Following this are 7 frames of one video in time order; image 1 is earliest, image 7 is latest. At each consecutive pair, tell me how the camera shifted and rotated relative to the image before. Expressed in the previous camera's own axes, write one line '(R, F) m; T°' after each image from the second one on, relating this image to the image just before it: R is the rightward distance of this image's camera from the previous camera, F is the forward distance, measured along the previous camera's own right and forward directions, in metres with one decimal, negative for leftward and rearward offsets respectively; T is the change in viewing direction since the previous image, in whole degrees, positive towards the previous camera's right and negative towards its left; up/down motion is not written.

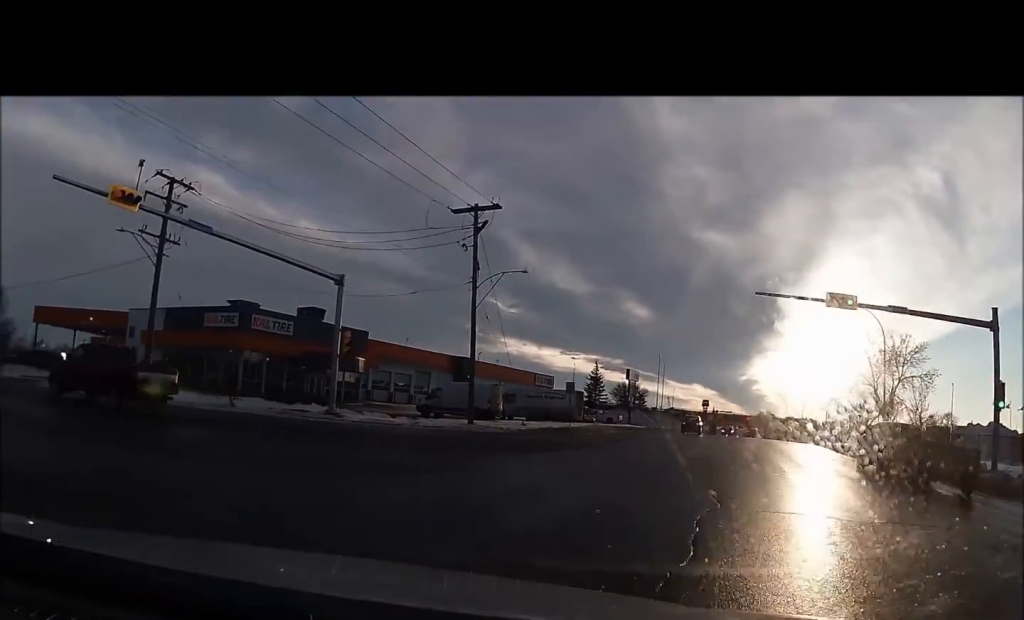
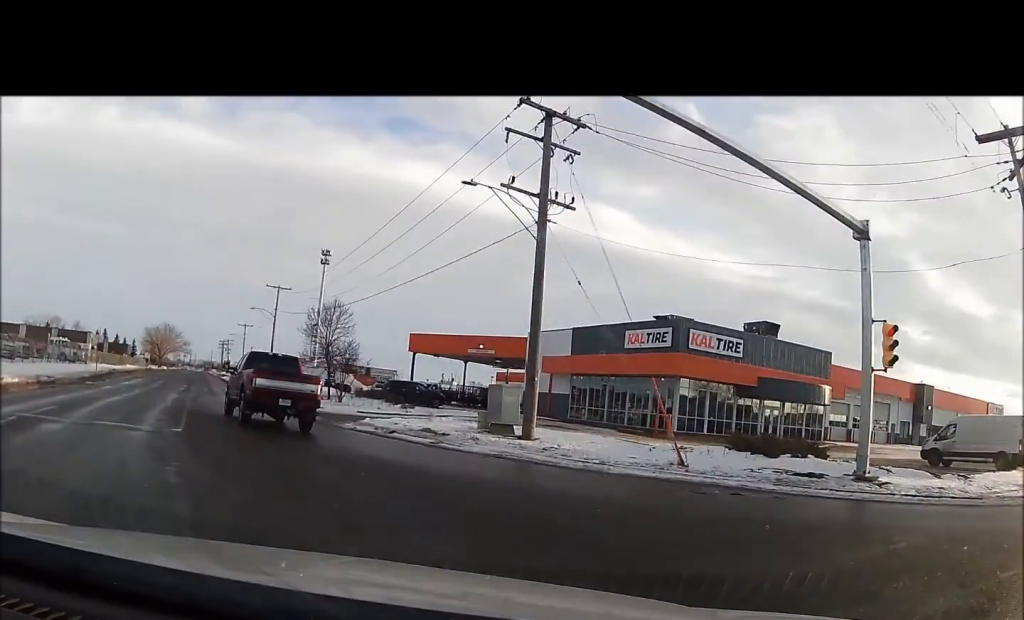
(-4.4, +13.3) m; -37°
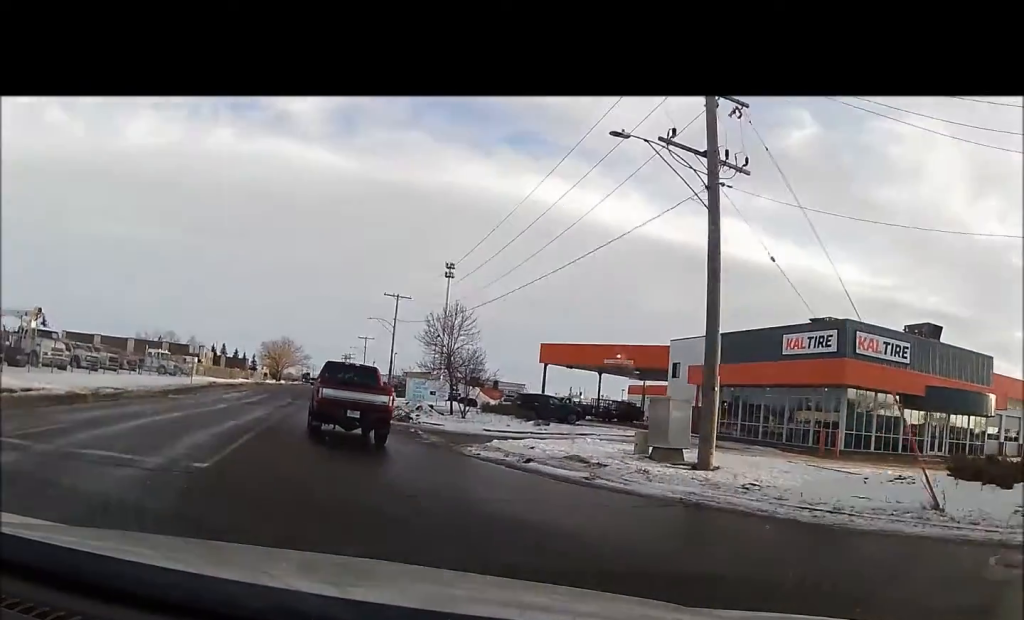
(-0.3, +5.0) m; -12°
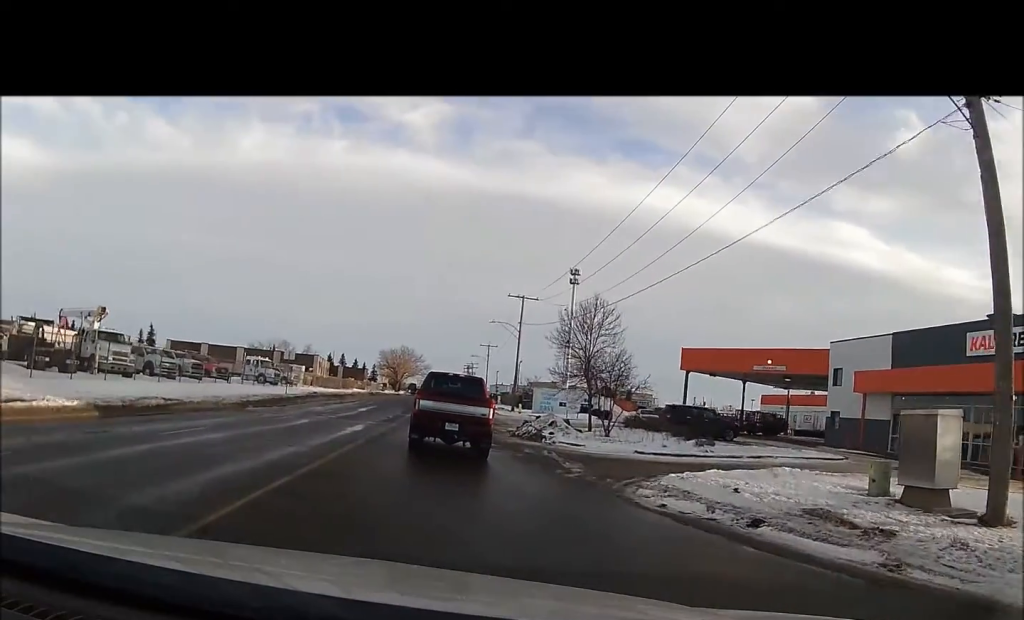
(-1.2, +6.6) m; -12°
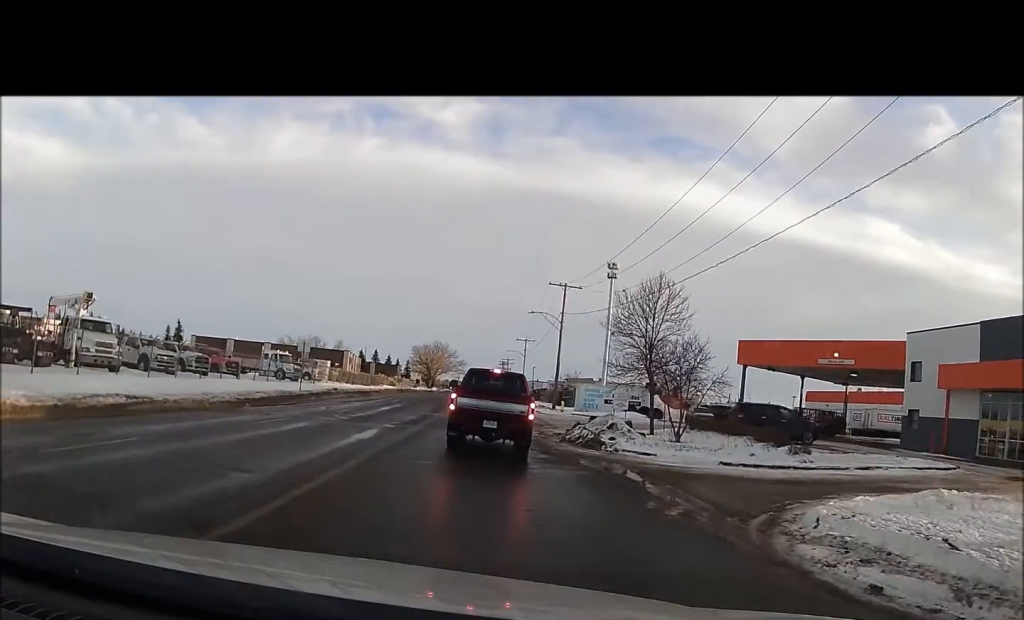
(-0.4, +5.6) m; -4°
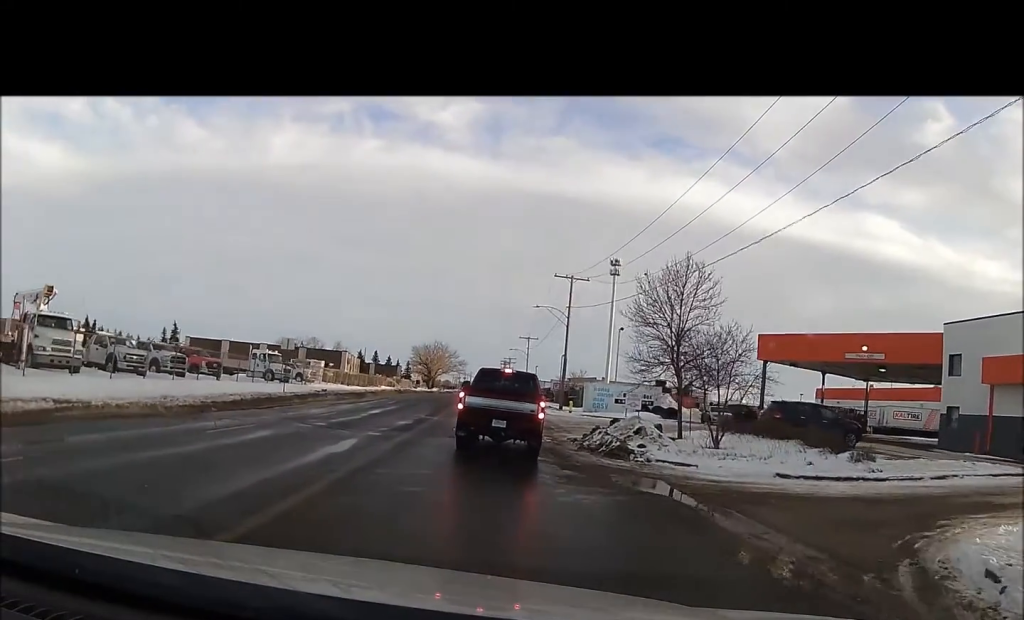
(-0.1, +4.0) m; -1°
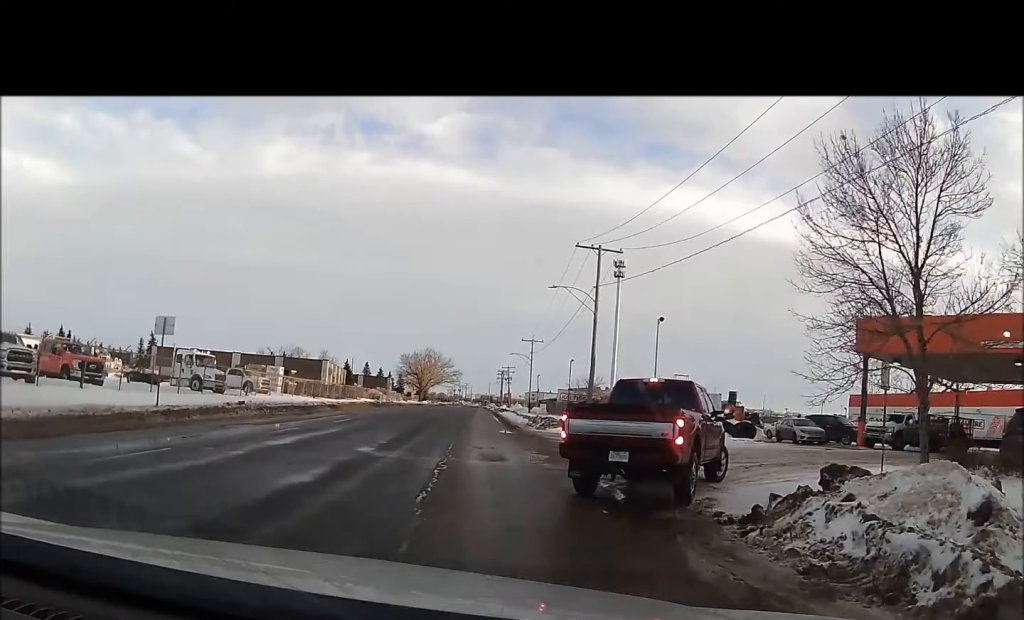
(+0.1, +15.9) m; 0°
